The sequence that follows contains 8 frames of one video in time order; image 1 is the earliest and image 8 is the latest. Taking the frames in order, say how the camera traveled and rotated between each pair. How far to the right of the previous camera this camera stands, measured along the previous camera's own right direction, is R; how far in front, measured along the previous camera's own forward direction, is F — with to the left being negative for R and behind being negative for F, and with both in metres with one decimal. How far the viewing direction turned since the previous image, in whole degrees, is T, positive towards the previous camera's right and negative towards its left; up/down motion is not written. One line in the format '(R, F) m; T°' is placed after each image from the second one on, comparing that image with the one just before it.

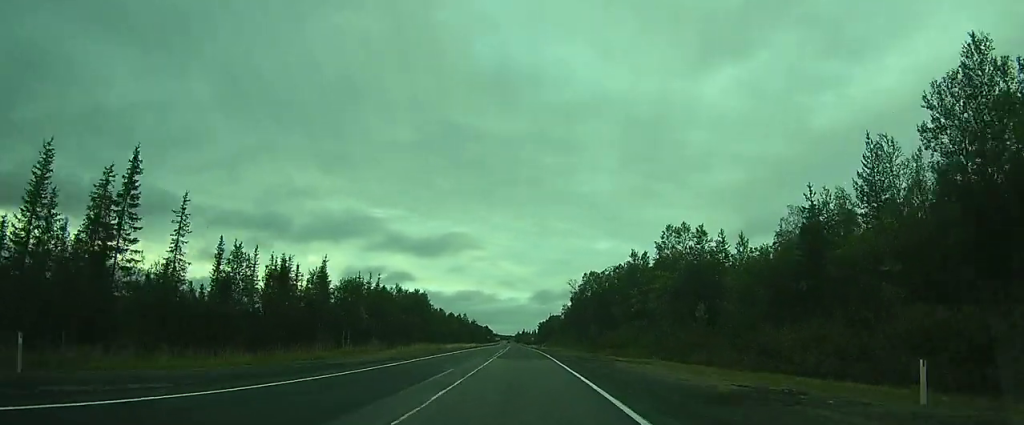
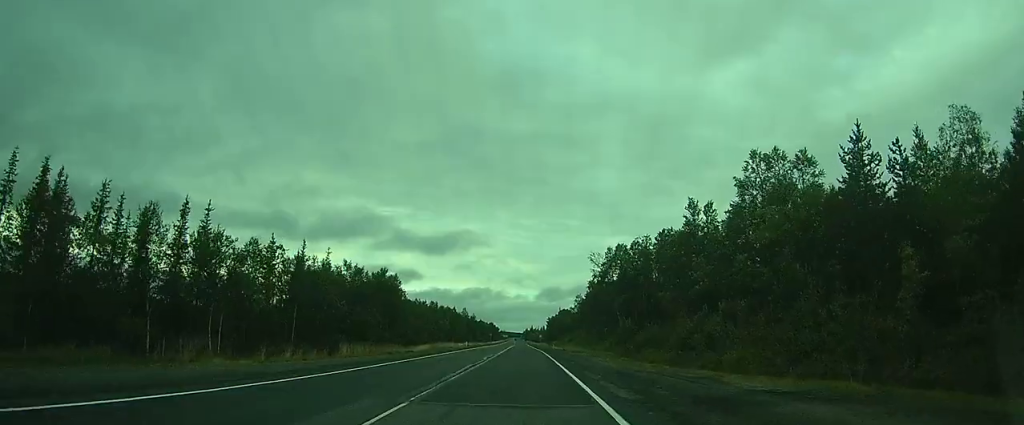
(-0.6, +23.7) m; -3°
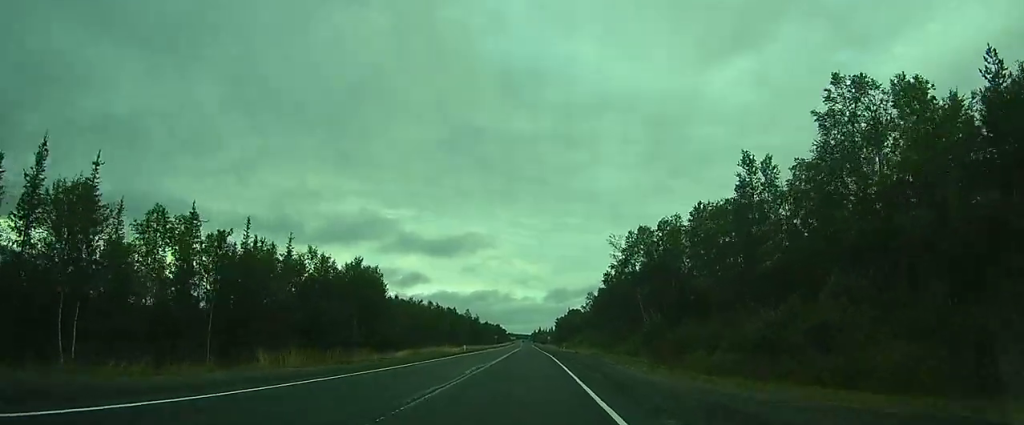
(-0.1, +11.5) m; -1°
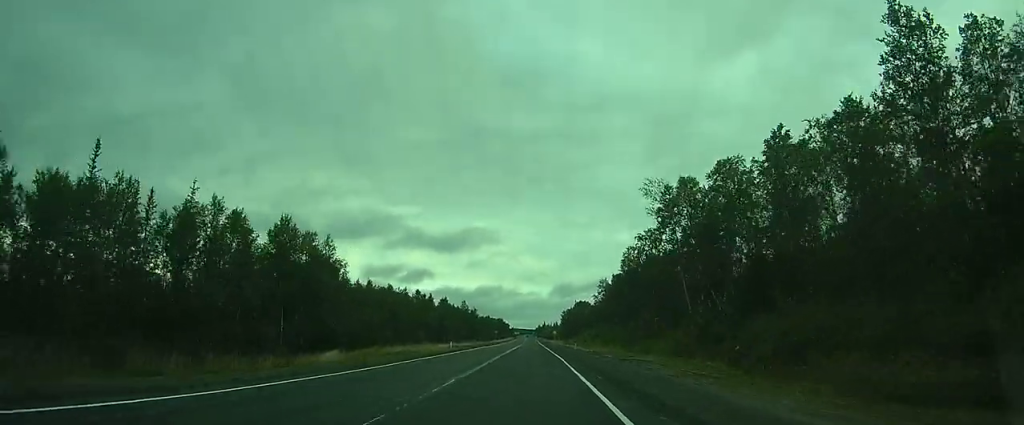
(-0.3, +16.0) m; -1°
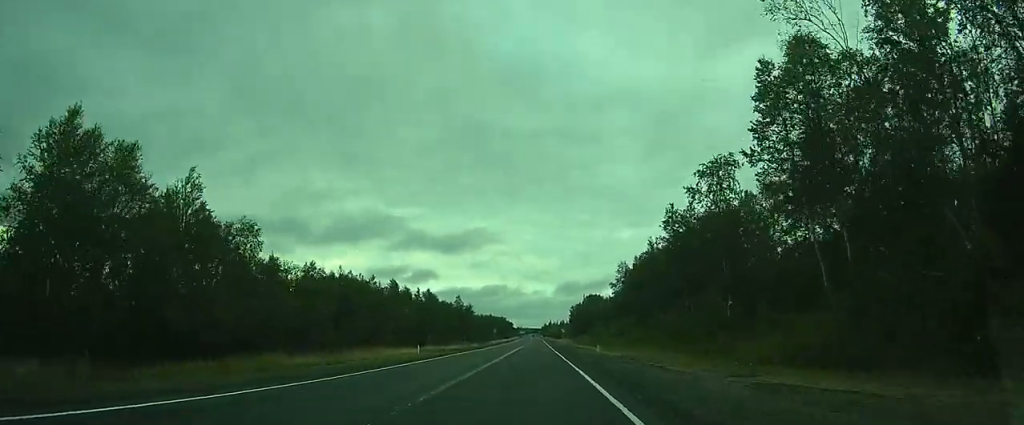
(-0.1, +19.5) m; 0°
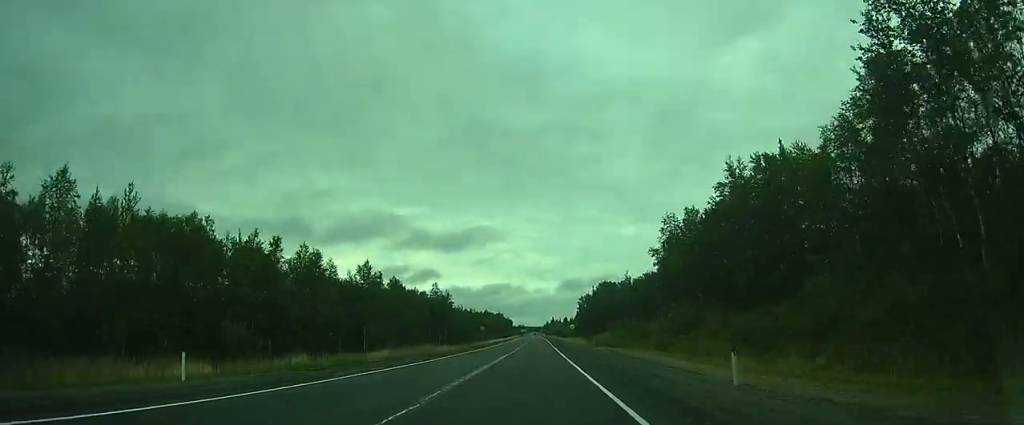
(0.0, +29.0) m; 0°
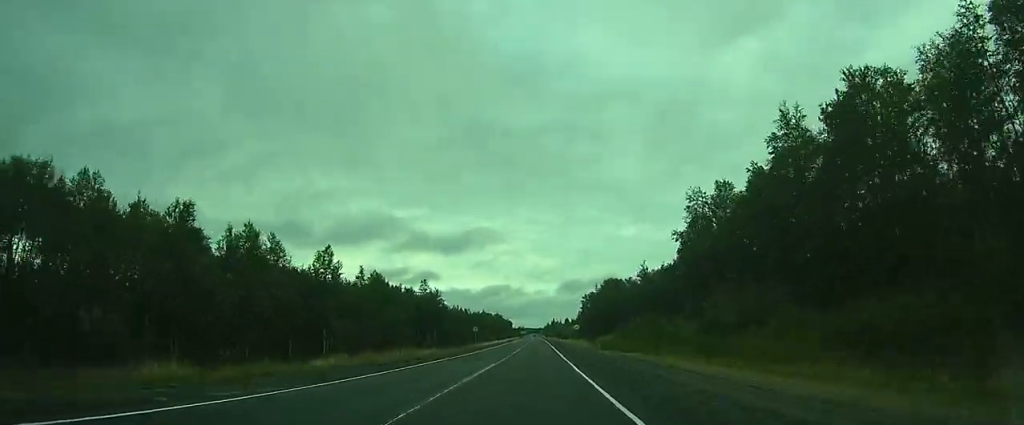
(0.0, +8.9) m; -1°
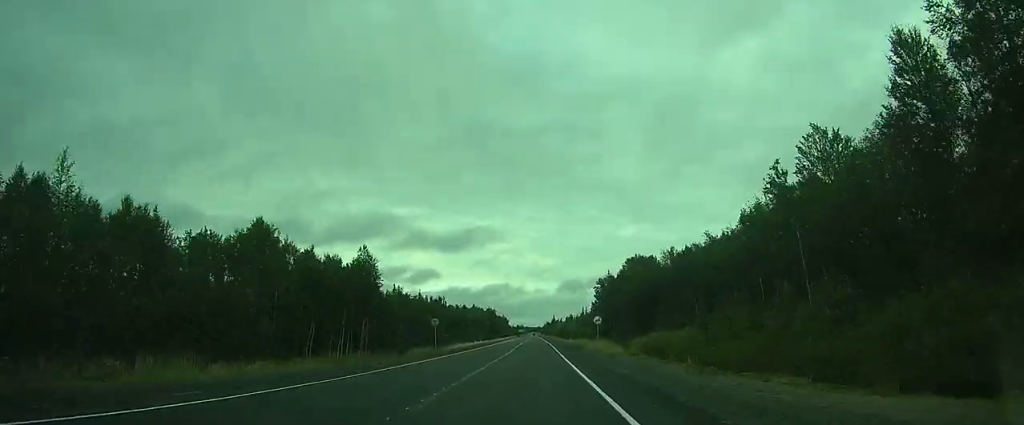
(-0.5, +27.4) m; -2°
